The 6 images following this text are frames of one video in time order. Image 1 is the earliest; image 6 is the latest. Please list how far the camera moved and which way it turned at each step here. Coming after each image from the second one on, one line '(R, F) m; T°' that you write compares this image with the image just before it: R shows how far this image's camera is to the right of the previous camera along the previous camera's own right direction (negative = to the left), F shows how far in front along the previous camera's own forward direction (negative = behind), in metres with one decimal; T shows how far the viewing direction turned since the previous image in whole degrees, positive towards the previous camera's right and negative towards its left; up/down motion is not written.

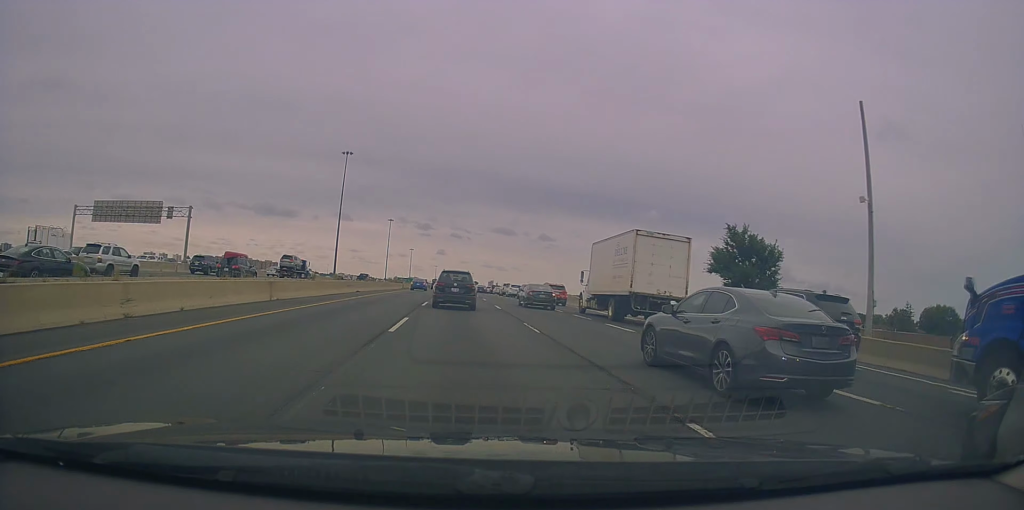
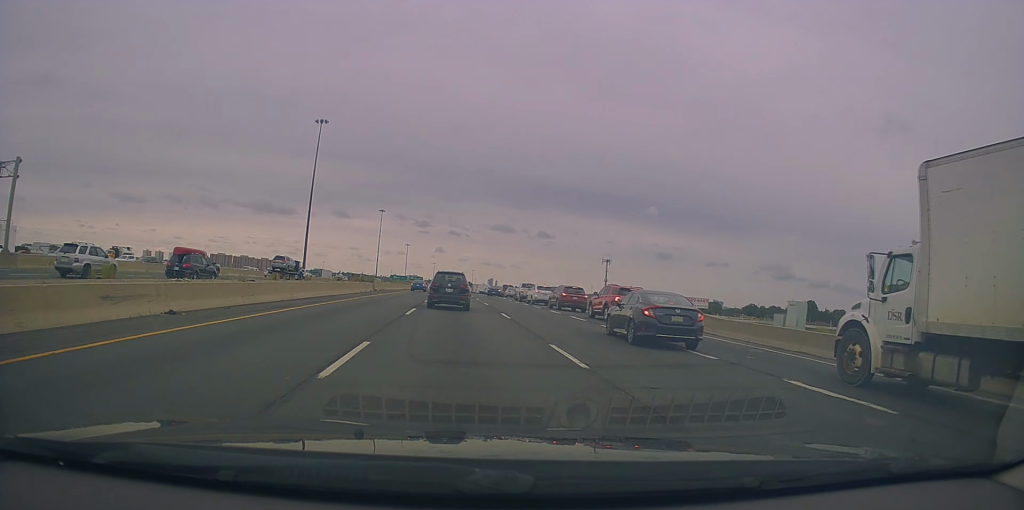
(+0.6, +31.1) m; 0°
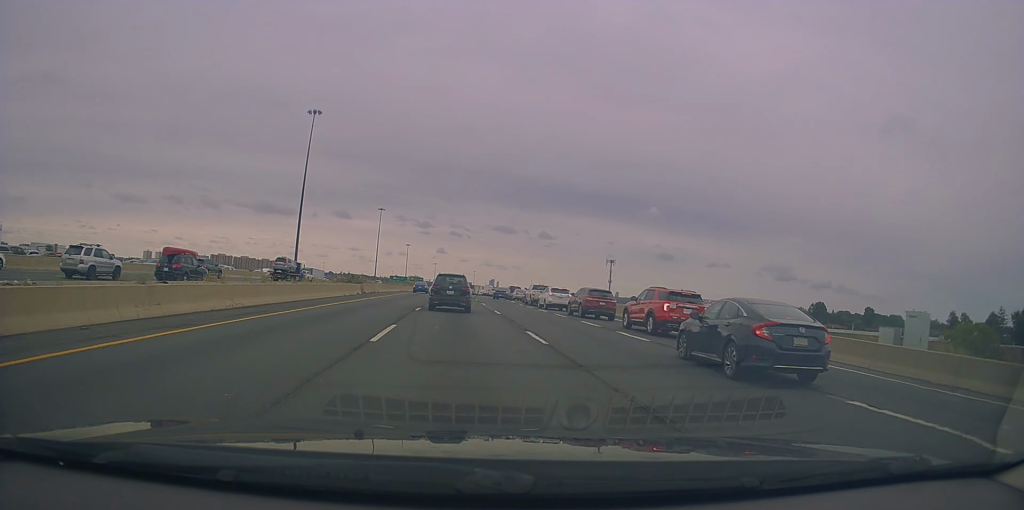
(-0.1, +8.1) m; 0°
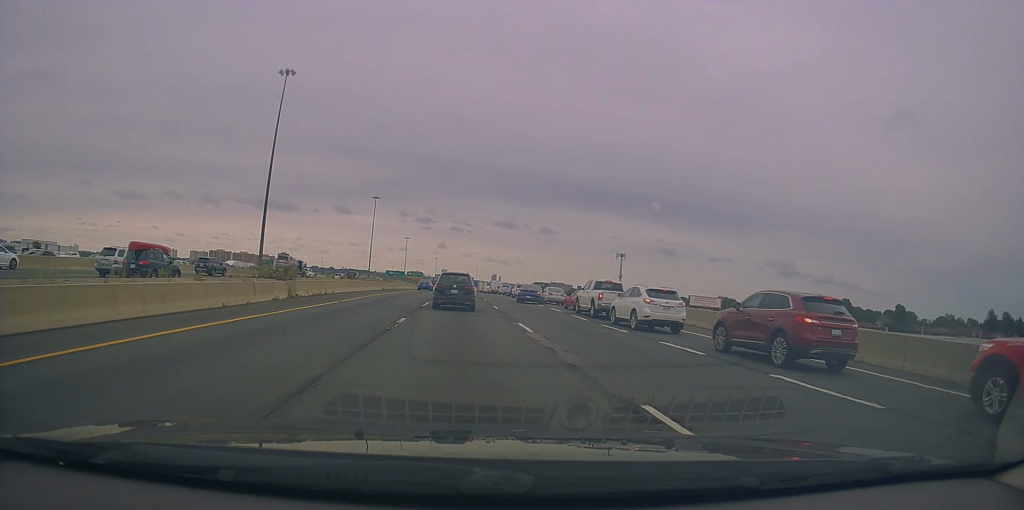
(+0.1, +22.4) m; -1°
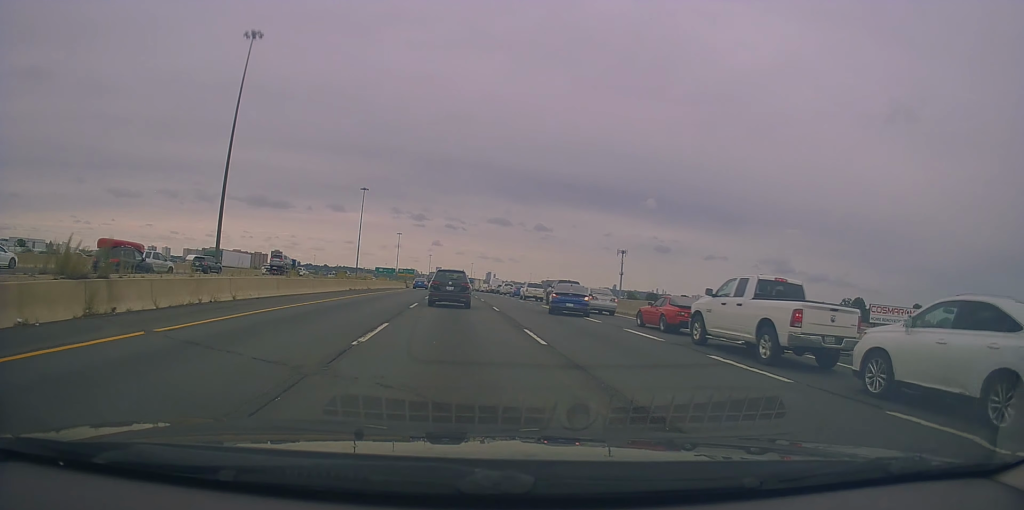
(-0.5, +16.1) m; 0°
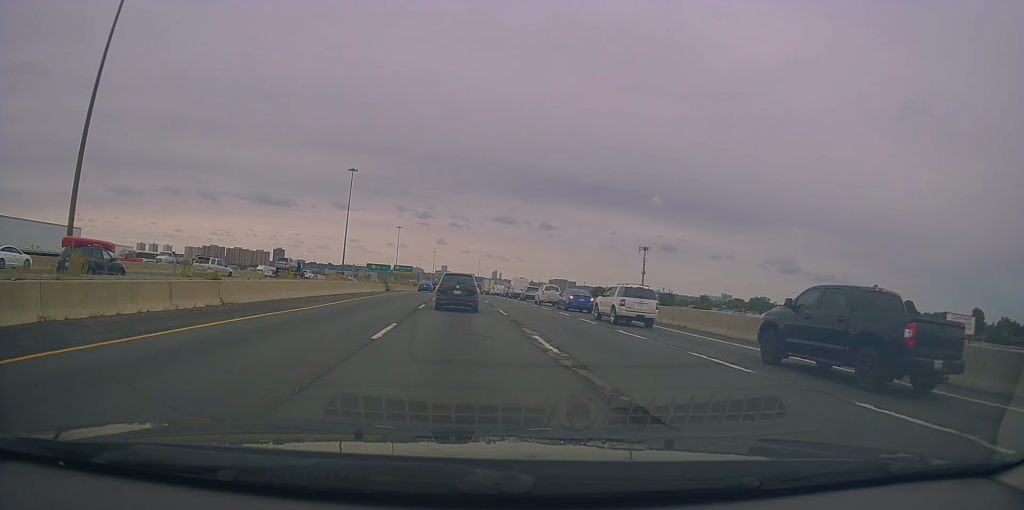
(+1.3, +35.7) m; +2°
